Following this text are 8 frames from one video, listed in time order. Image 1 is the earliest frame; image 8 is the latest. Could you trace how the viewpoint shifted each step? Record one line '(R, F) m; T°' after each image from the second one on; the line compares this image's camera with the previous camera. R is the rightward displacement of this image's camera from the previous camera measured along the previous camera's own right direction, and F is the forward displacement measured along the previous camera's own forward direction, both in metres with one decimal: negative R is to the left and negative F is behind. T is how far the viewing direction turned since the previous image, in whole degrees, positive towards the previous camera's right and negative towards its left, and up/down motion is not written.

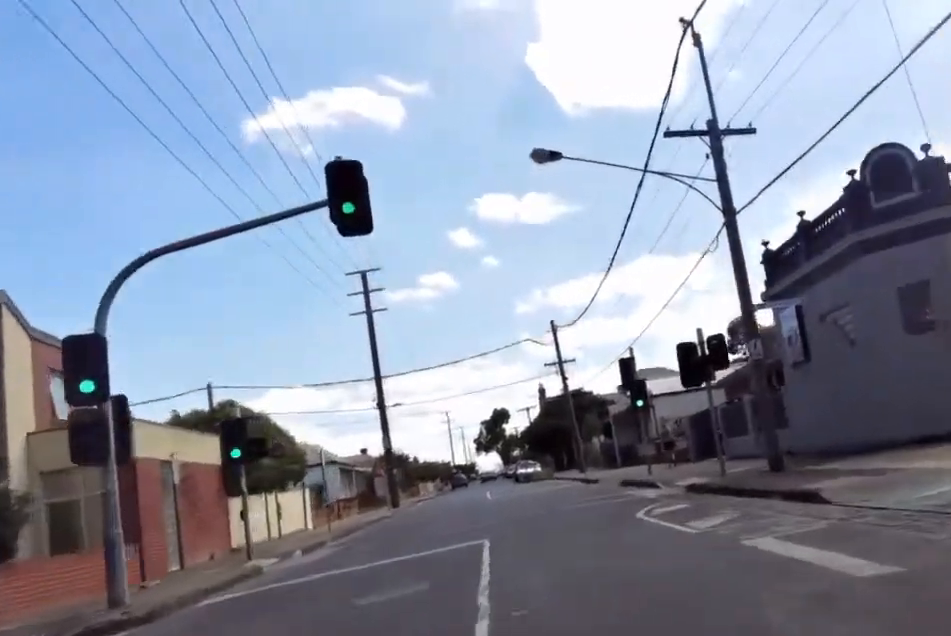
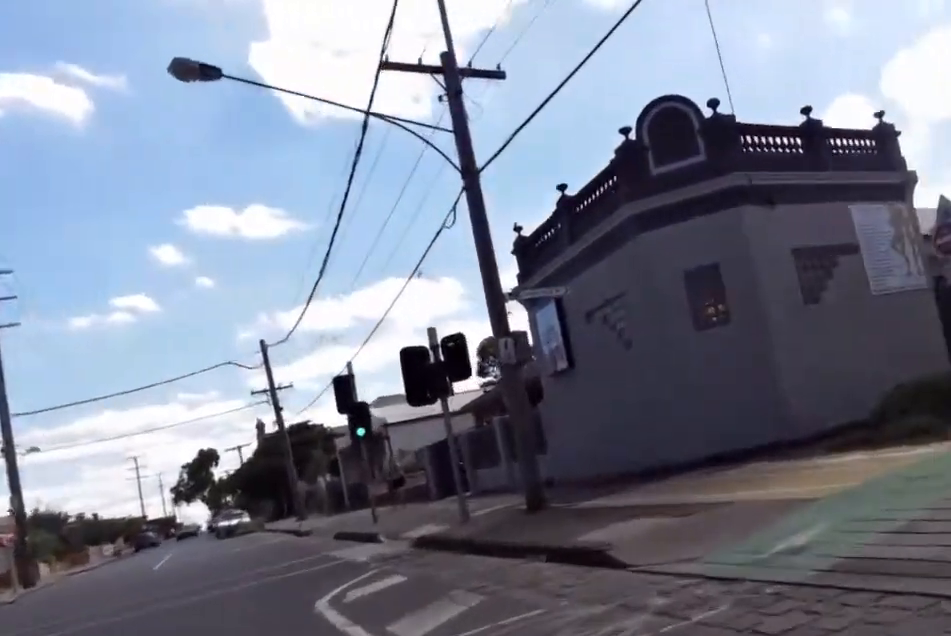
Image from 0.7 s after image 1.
(+0.1, +4.0) m; +15°
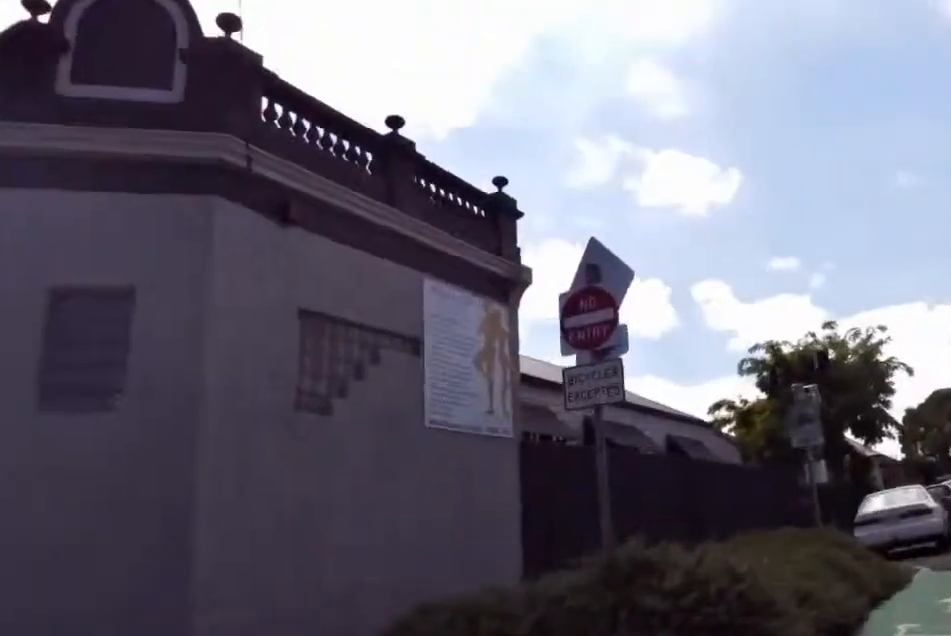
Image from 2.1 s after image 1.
(+2.4, +5.1) m; +39°
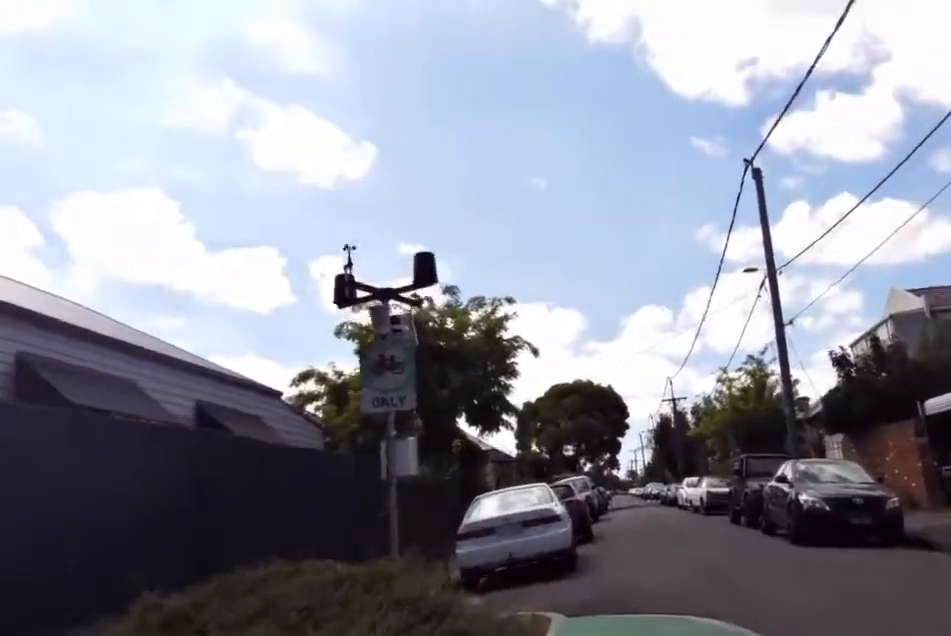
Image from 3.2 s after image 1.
(+0.6, +4.9) m; +12°
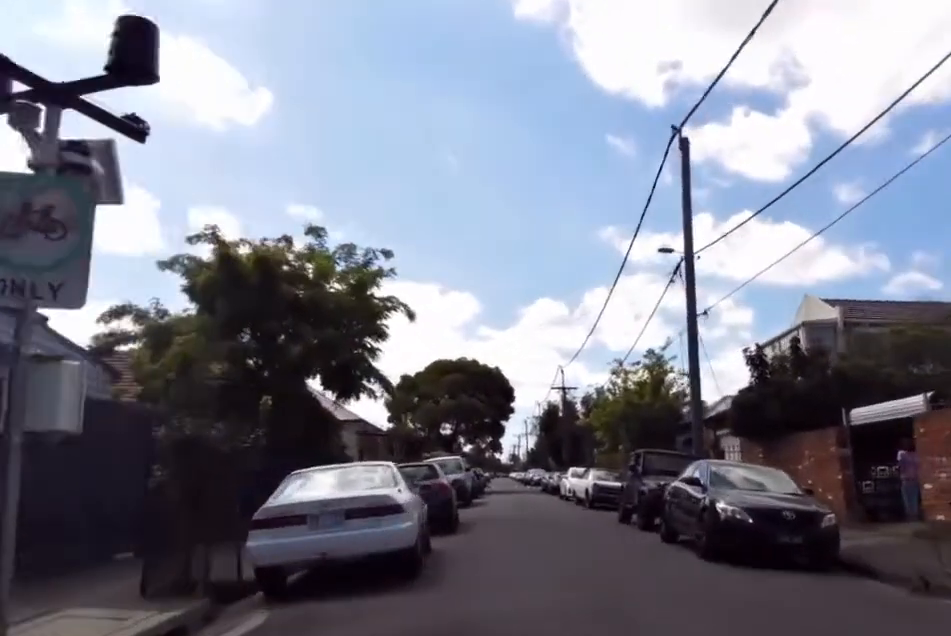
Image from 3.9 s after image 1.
(-0.2, +3.2) m; +10°
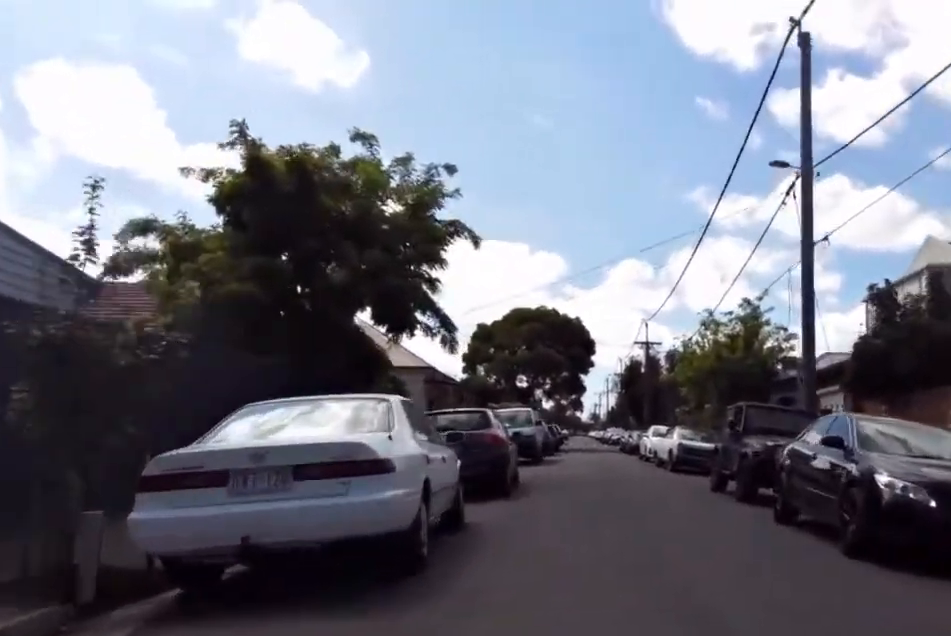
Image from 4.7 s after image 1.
(+0.9, +3.6) m; -1°
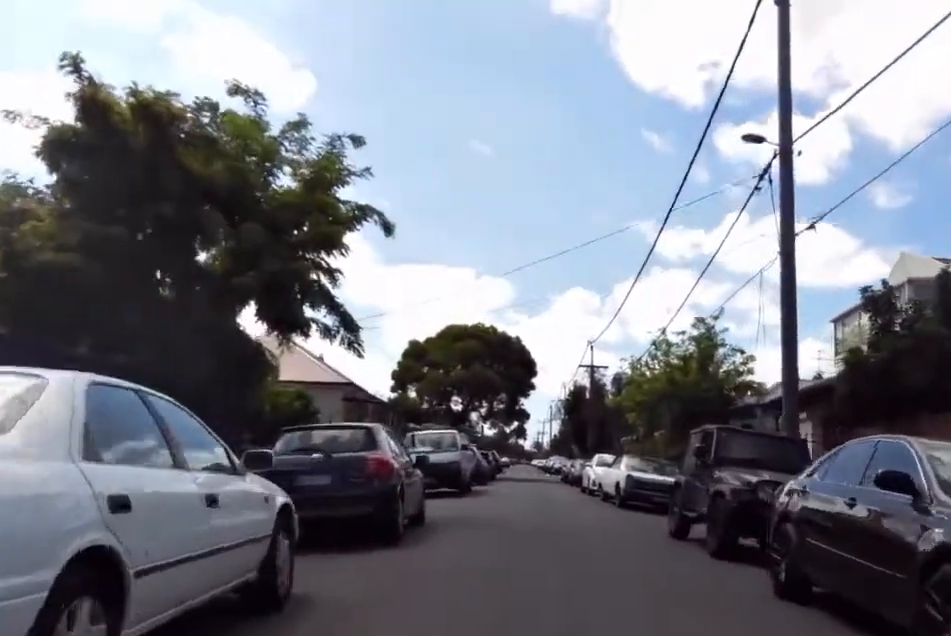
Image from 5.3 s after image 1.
(-0.4, +3.5) m; -1°
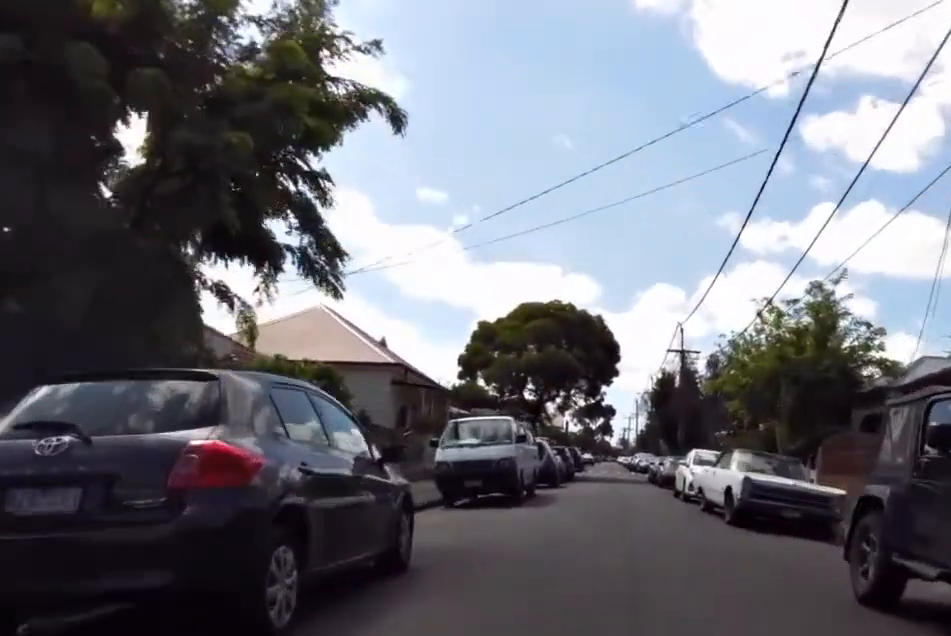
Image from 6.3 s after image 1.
(-0.2, +6.5) m; +2°
